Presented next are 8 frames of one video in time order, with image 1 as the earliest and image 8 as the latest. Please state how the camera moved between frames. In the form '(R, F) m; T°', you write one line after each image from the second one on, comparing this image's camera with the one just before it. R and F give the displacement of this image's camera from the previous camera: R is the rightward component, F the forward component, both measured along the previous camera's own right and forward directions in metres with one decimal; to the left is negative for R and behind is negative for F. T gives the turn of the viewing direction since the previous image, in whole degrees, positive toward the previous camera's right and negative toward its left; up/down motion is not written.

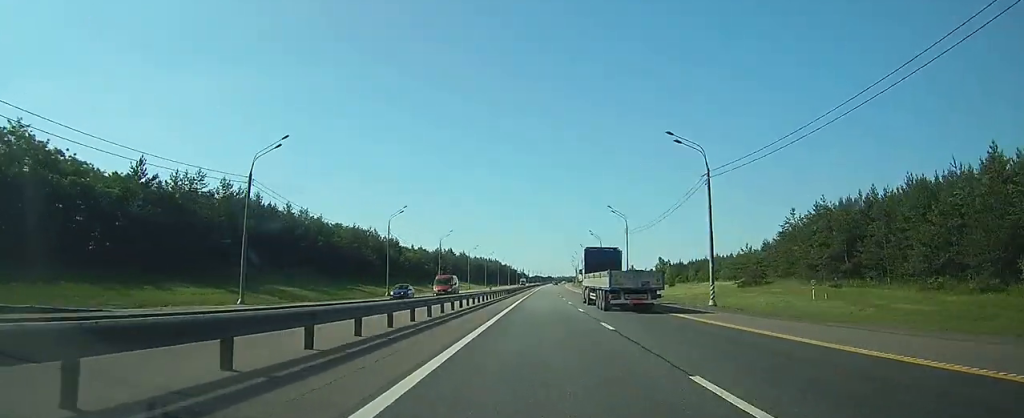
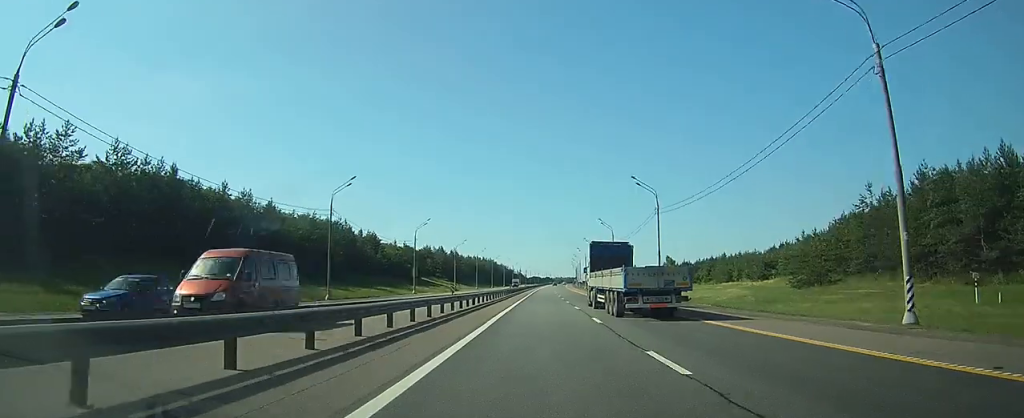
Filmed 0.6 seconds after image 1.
(+0.1, +20.9) m; 0°
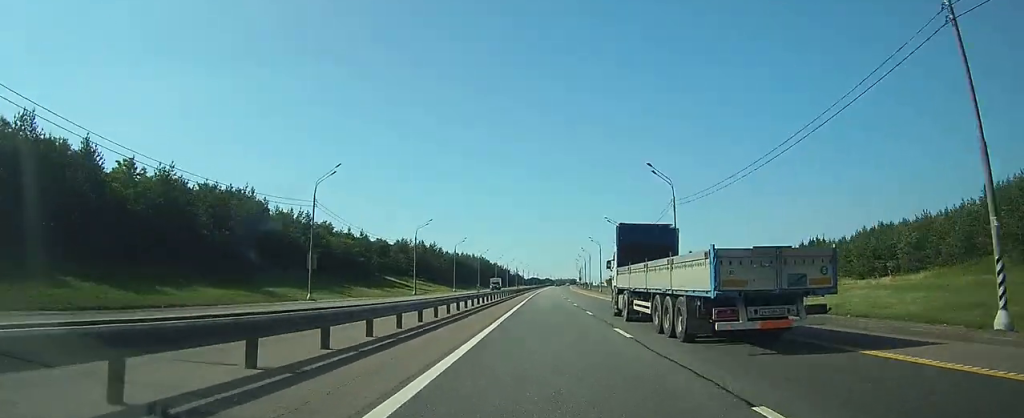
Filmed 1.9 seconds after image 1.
(+0.1, +41.7) m; +1°
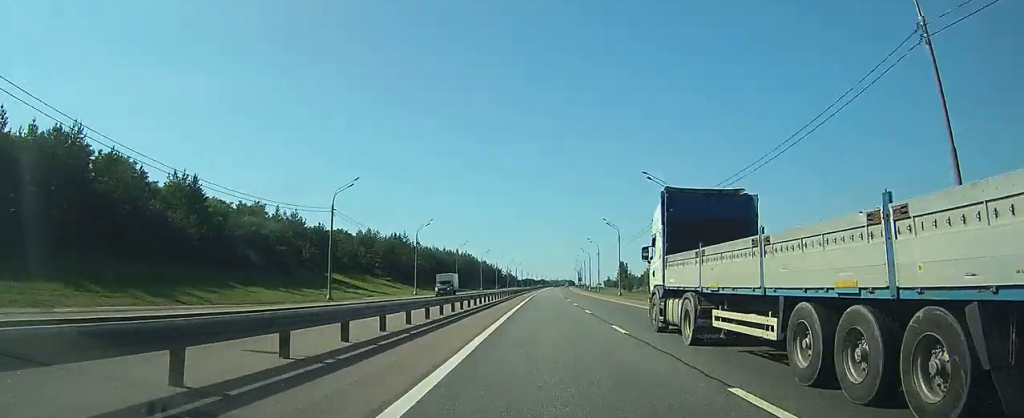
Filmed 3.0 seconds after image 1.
(+0.2, +35.1) m; 0°
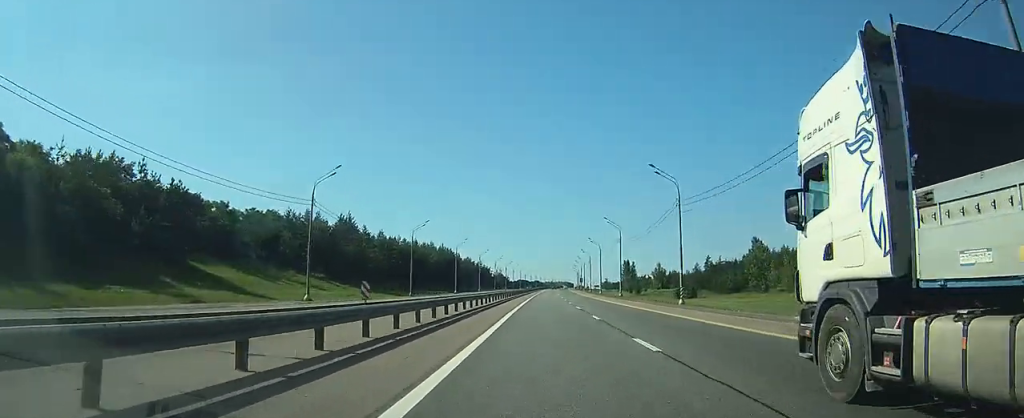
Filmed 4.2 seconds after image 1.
(+0.1, +40.7) m; 0°
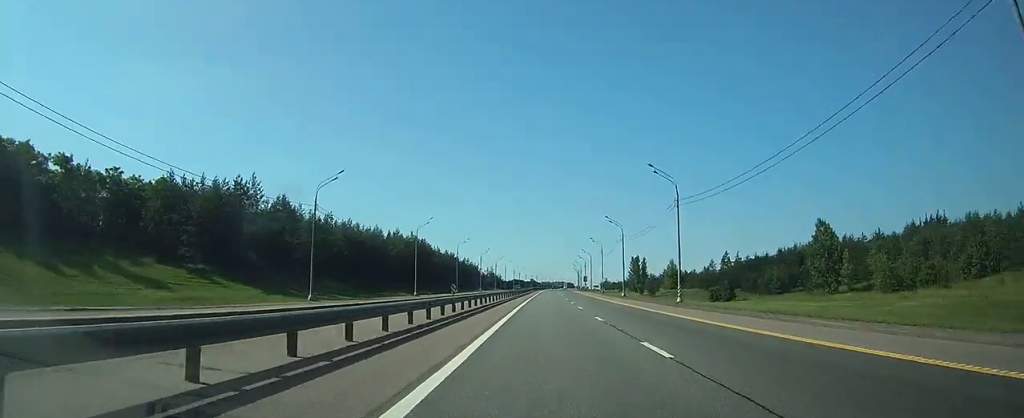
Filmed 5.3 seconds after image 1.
(+0.1, +37.4) m; 0°
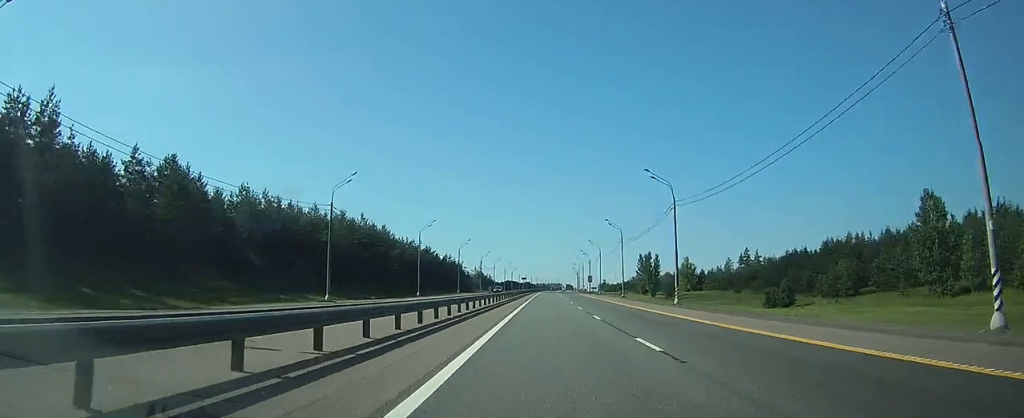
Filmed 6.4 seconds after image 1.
(+0.1, +35.3) m; 0°
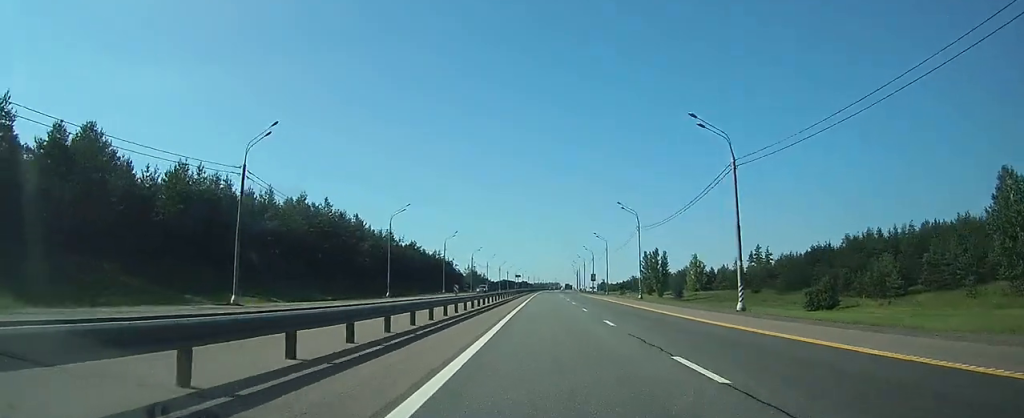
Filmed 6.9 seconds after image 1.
(0.0, +16.5) m; 0°
